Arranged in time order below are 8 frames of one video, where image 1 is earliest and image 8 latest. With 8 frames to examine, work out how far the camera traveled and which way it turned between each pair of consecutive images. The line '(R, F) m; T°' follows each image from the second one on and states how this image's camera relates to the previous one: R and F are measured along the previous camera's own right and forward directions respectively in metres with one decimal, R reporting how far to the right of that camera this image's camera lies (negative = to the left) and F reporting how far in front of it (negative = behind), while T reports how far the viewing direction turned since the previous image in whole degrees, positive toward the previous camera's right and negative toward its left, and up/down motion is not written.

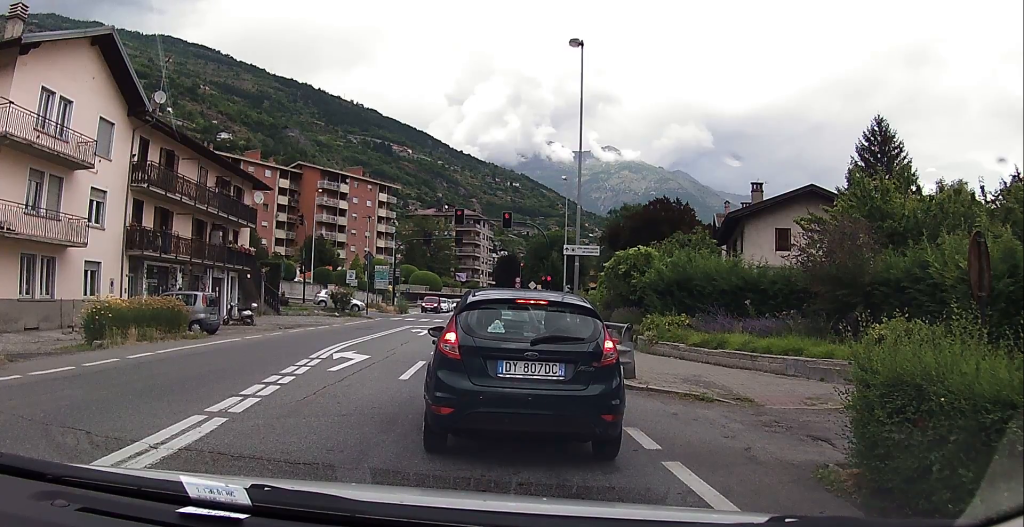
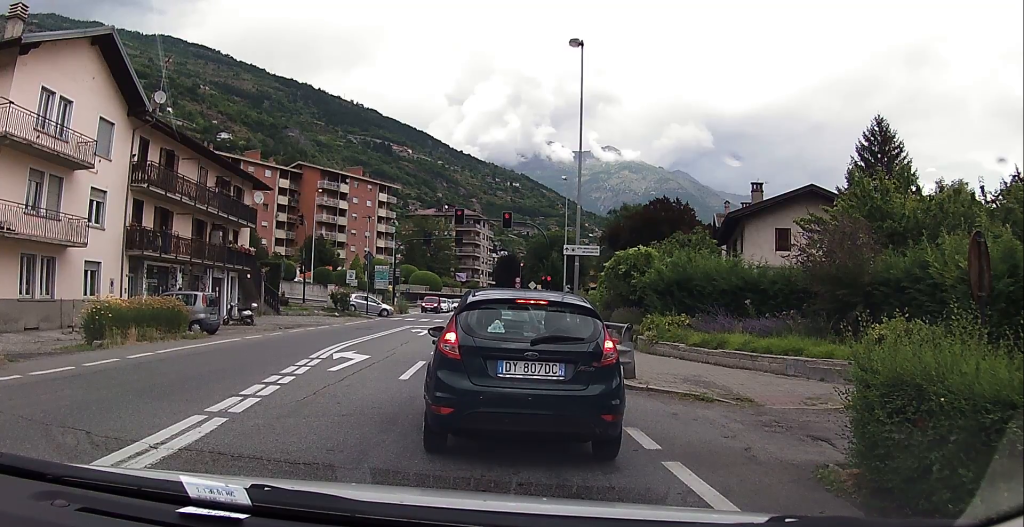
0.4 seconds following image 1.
(0.0, 0.0) m; 0°
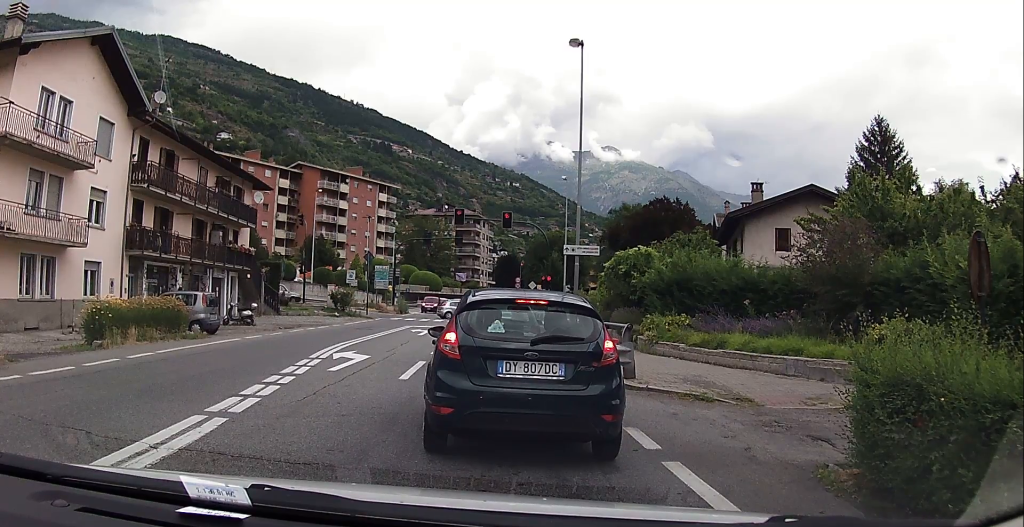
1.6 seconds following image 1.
(0.0, 0.0) m; 0°
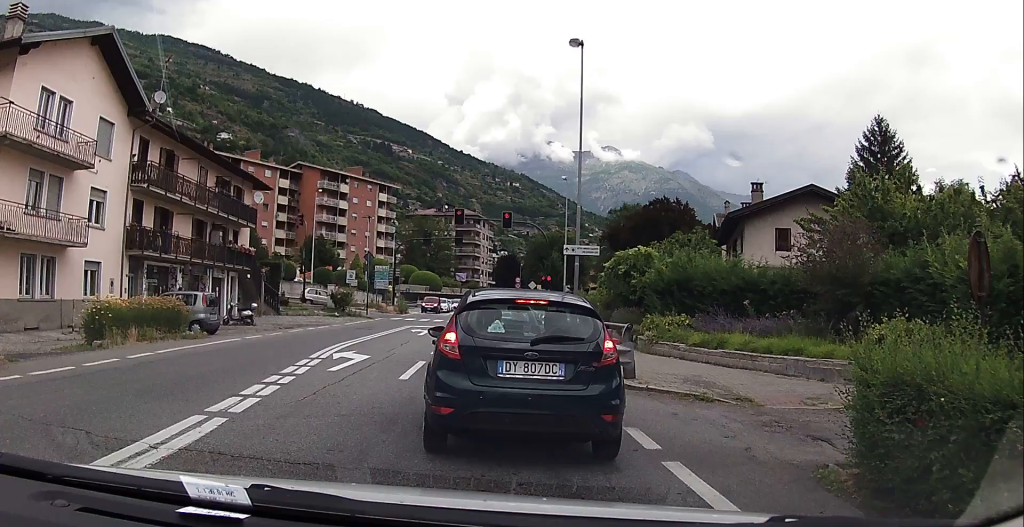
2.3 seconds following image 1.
(0.0, 0.0) m; 0°
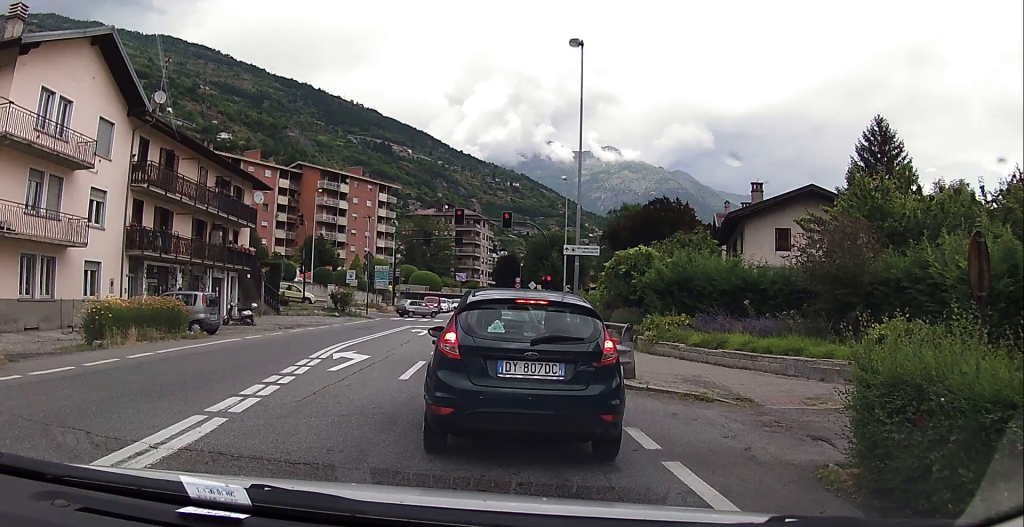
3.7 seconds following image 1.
(0.0, 0.0) m; 0°
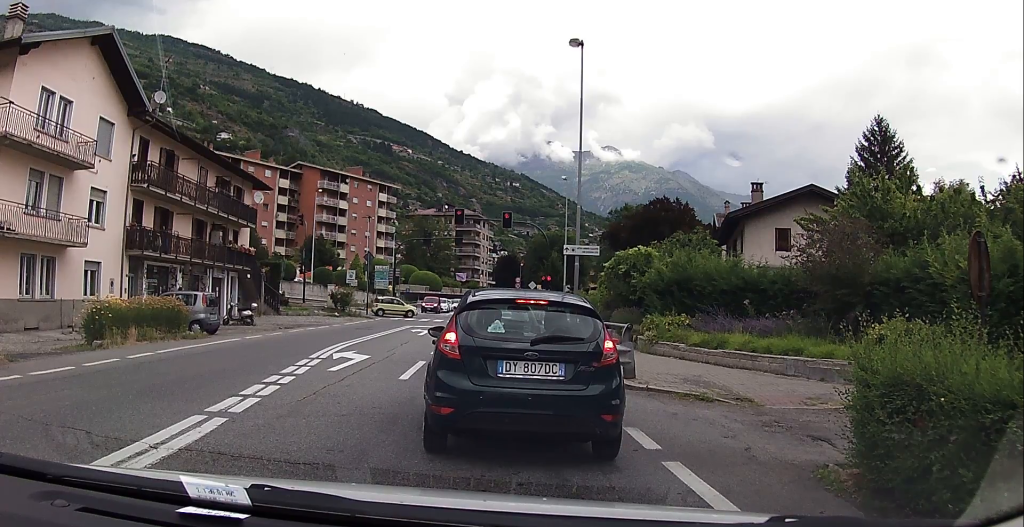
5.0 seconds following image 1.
(0.0, 0.0) m; 0°
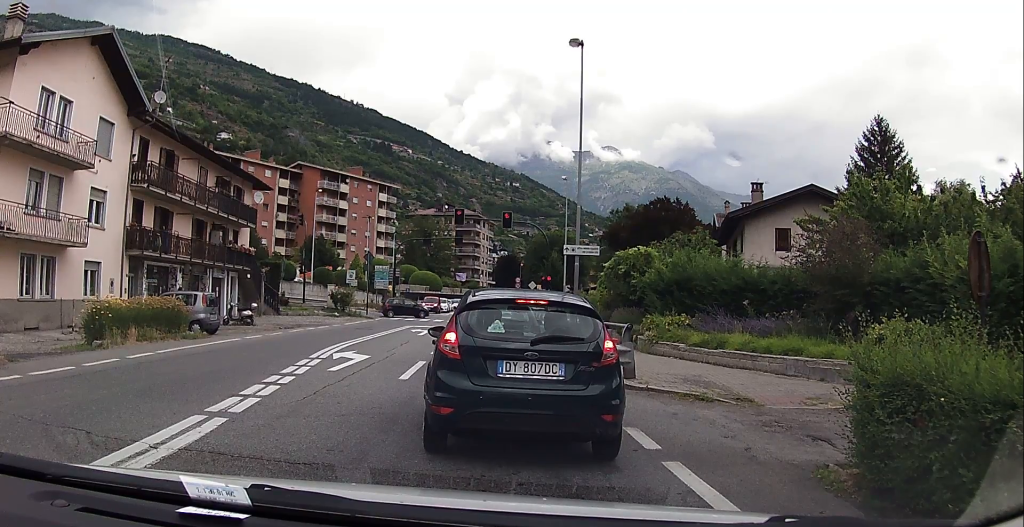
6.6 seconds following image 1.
(0.0, 0.0) m; 0°
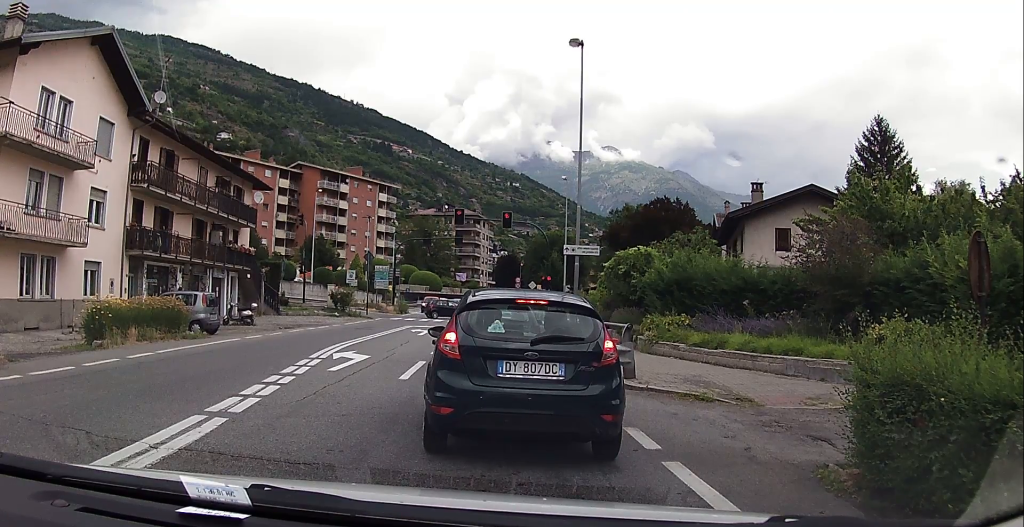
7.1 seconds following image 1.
(0.0, 0.0) m; 0°
